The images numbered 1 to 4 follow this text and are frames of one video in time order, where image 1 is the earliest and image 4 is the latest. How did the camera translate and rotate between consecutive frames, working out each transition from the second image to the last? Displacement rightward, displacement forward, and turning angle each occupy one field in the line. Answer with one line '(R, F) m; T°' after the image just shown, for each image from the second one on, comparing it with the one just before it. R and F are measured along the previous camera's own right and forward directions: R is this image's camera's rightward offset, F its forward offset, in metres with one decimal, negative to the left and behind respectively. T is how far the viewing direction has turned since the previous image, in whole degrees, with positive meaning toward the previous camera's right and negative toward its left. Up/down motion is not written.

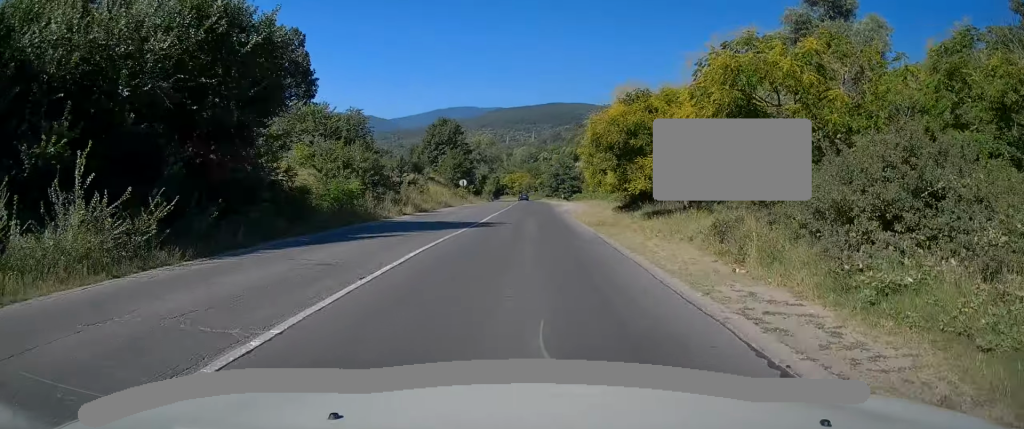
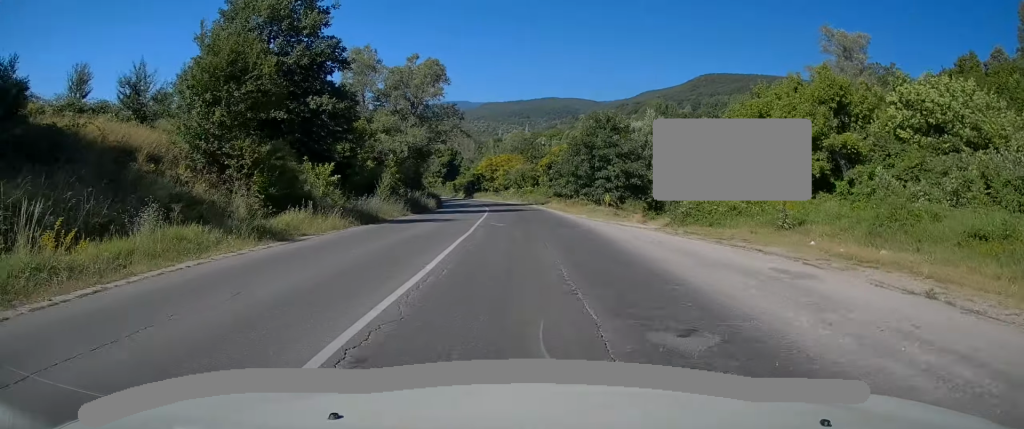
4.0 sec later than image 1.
(+1.2, +63.0) m; +2°
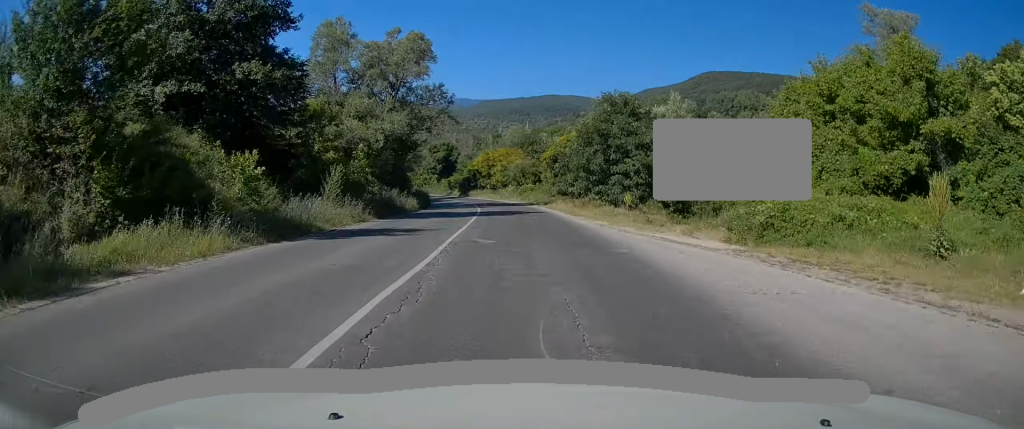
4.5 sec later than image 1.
(0.0, +7.9) m; 0°
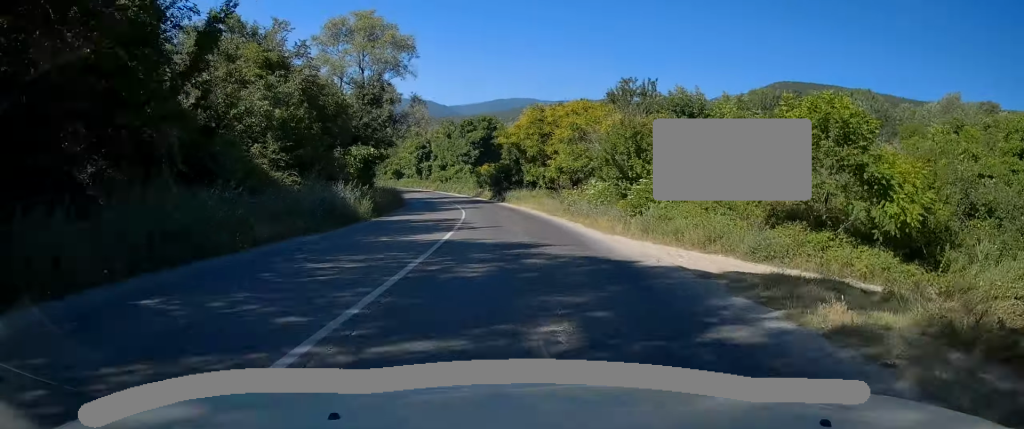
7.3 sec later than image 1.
(-1.9, +44.0) m; -5°
